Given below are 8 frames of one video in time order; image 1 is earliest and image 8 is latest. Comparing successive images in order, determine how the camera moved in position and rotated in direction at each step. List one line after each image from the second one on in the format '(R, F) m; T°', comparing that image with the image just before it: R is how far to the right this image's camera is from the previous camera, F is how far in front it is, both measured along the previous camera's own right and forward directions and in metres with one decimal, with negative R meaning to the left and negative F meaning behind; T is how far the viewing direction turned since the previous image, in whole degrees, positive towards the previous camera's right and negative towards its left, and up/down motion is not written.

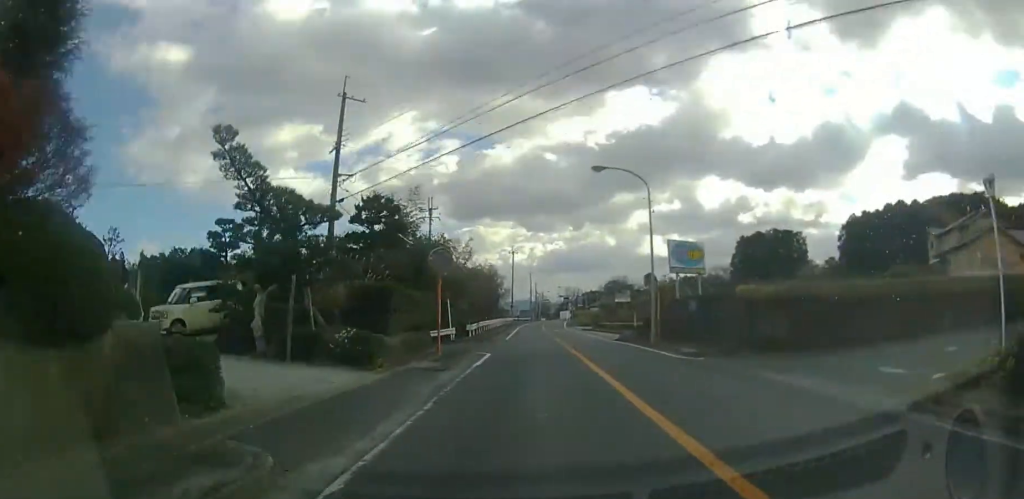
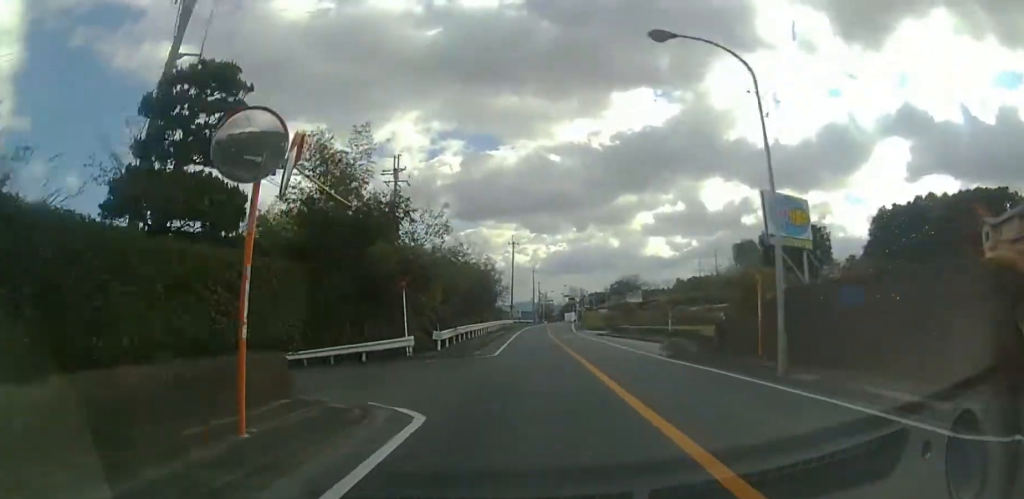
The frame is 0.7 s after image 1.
(0.0, +12.1) m; 0°
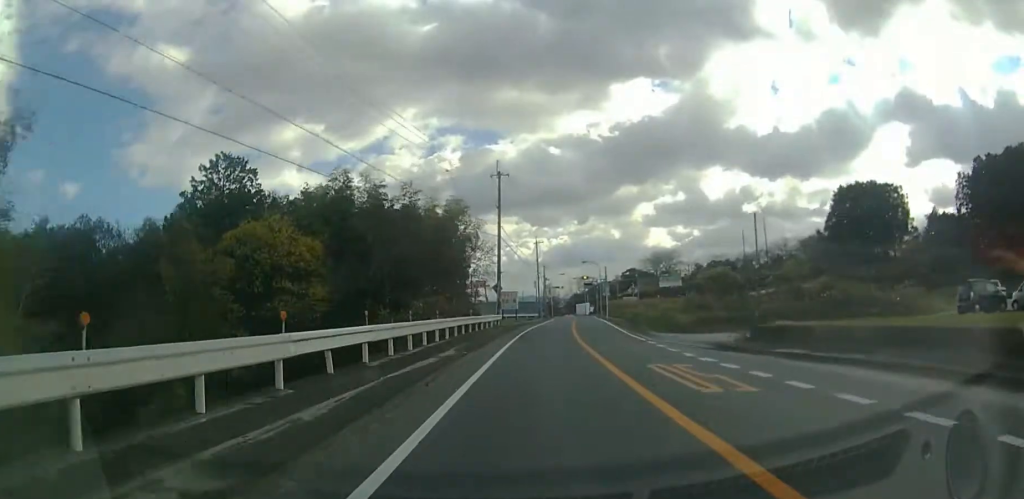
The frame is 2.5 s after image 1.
(-0.1, +34.1) m; 0°
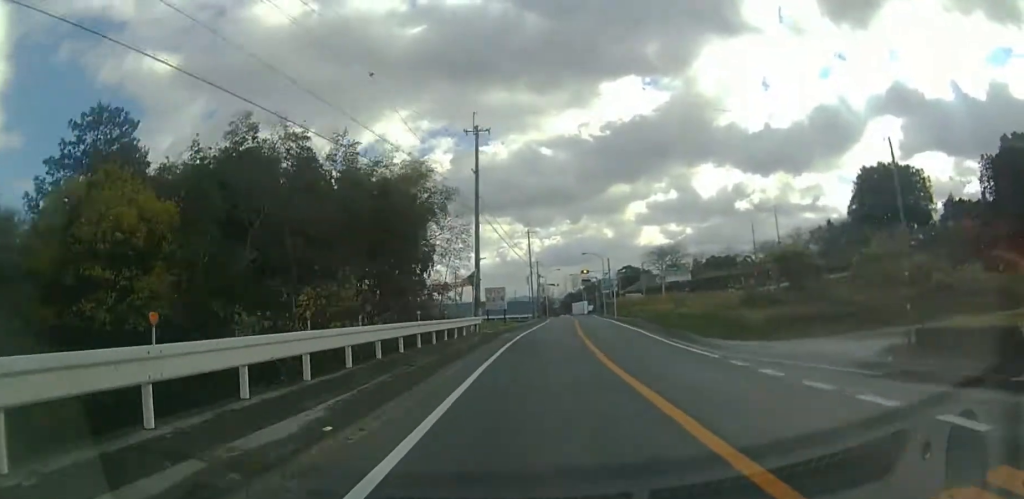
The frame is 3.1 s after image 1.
(0.0, +11.0) m; +1°
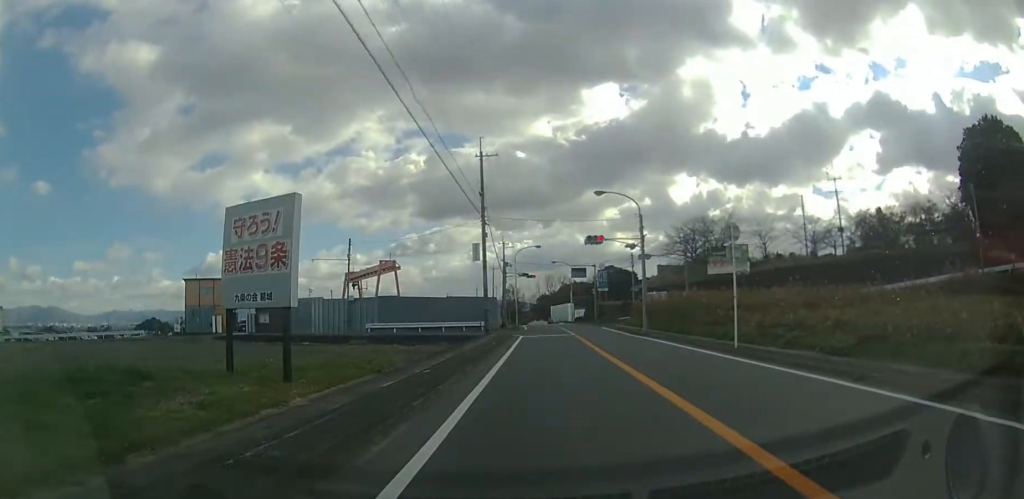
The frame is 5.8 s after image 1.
(+1.4, +43.0) m; +3°
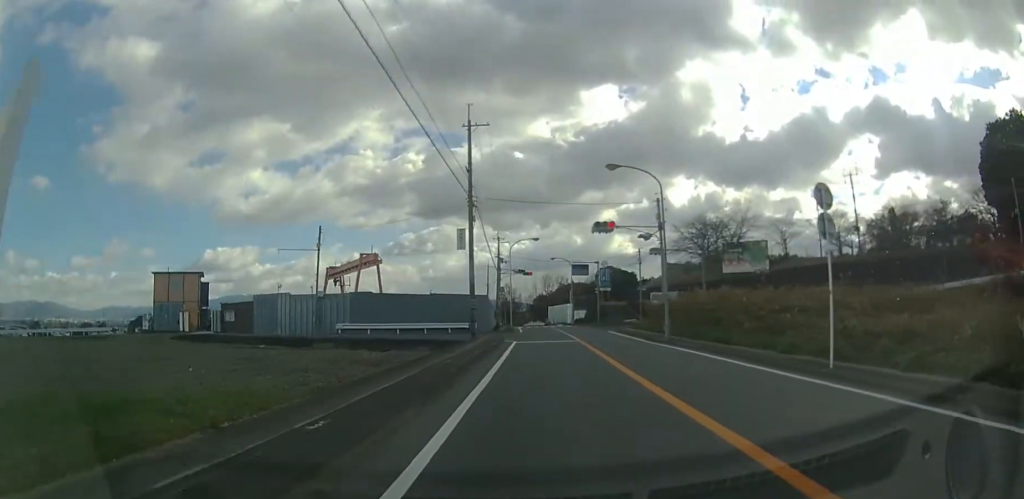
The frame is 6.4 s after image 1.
(0.0, +7.4) m; 0°
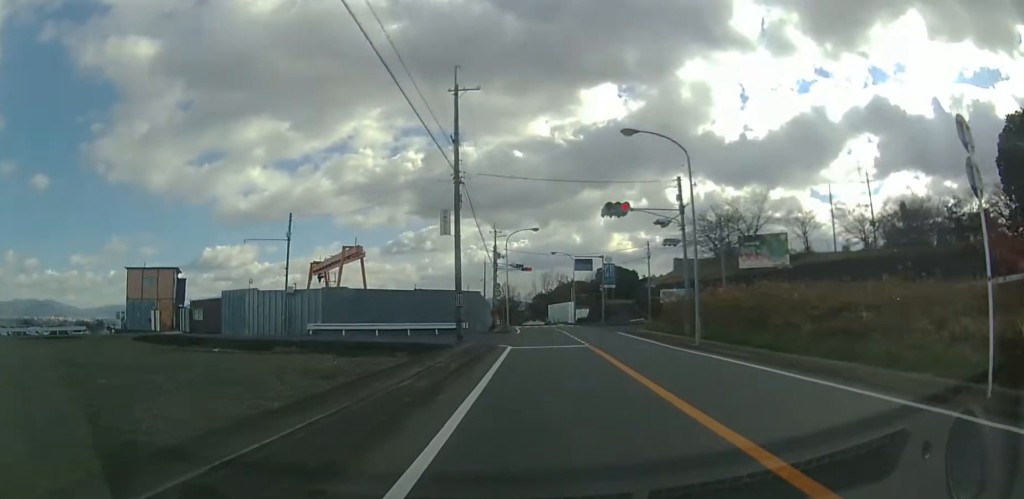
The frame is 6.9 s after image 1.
(0.0, +6.3) m; 0°
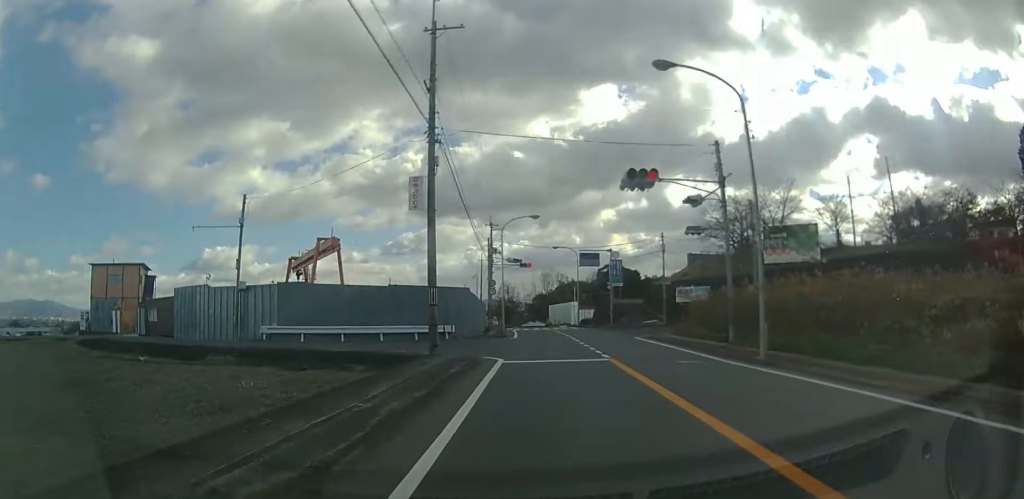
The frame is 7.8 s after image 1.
(0.0, +9.1) m; 0°
